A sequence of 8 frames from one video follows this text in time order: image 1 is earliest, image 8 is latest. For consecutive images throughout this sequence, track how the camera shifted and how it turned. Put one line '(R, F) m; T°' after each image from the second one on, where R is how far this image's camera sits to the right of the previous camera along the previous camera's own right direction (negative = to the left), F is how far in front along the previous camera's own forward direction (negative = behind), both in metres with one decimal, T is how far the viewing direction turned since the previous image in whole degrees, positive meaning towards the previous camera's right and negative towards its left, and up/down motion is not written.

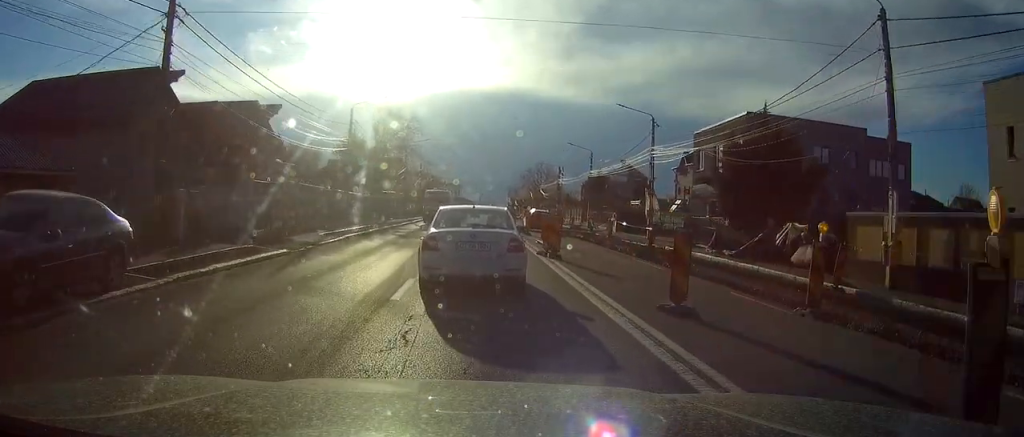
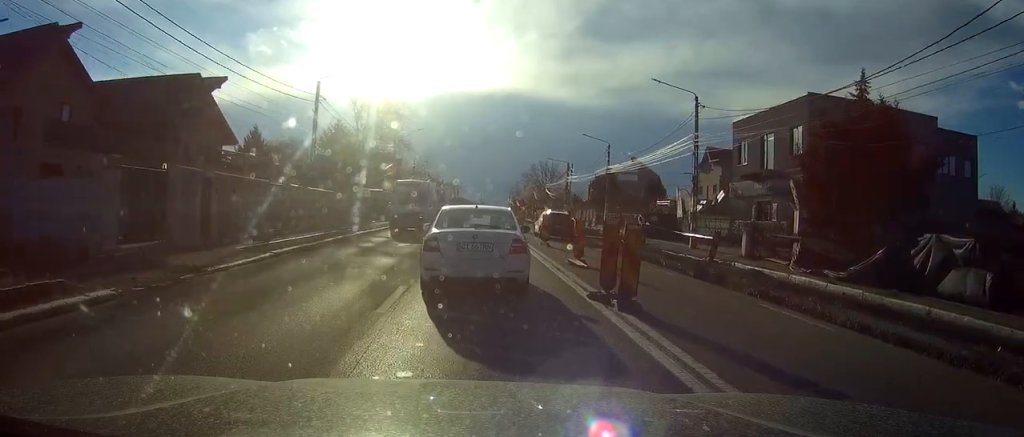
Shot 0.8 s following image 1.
(0.0, +10.4) m; 0°
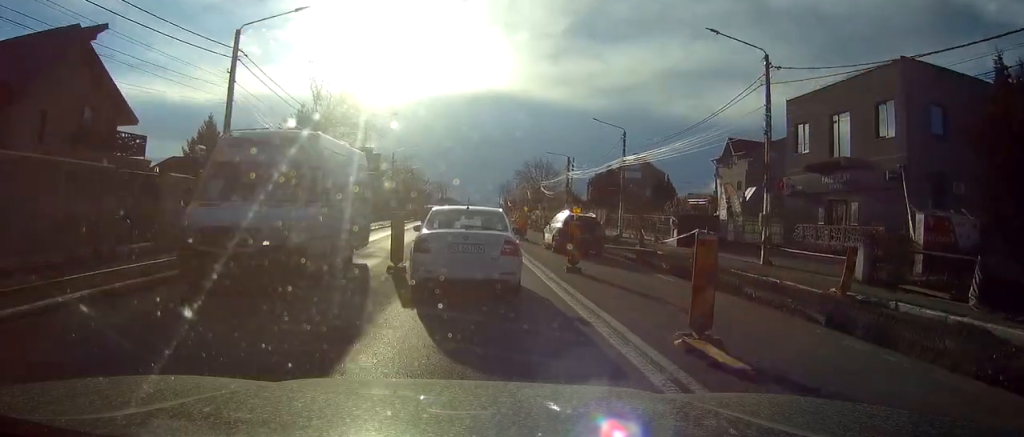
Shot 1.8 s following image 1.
(+0.1, +12.0) m; +1°
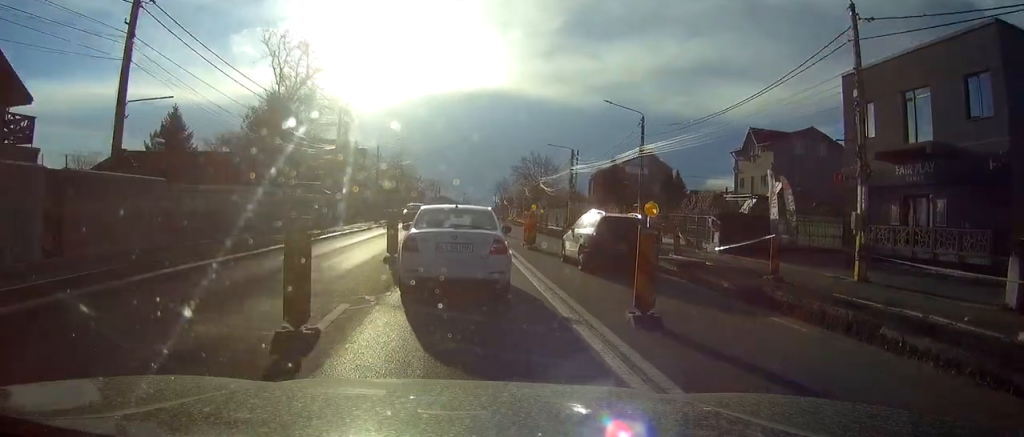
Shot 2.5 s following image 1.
(+0.1, +8.3) m; 0°
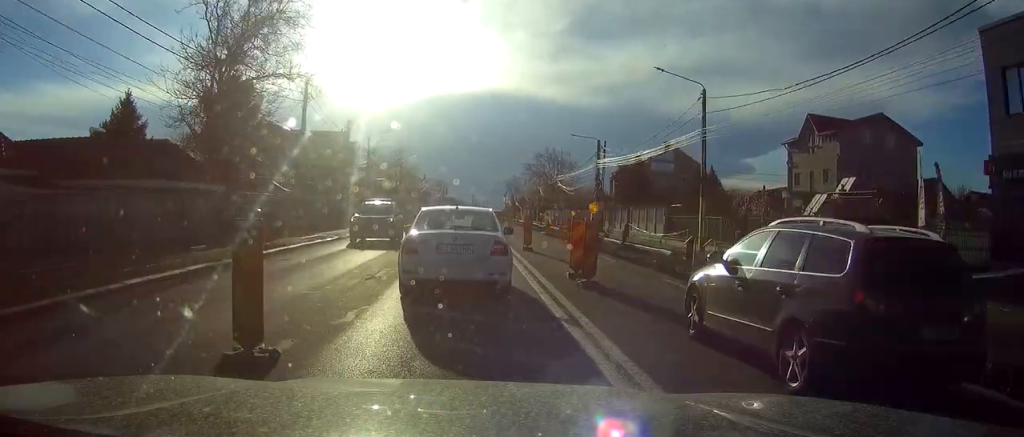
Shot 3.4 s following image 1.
(0.0, +11.9) m; -1°
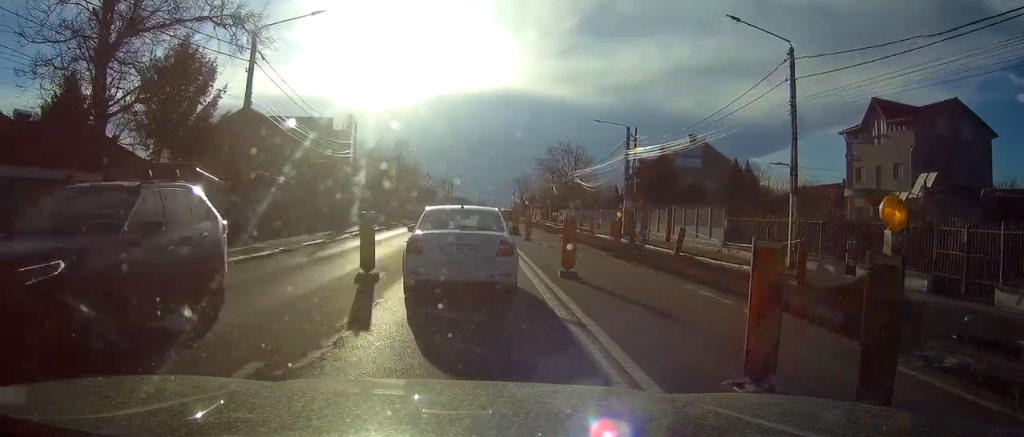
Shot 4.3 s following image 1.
(-0.1, +10.1) m; -1°
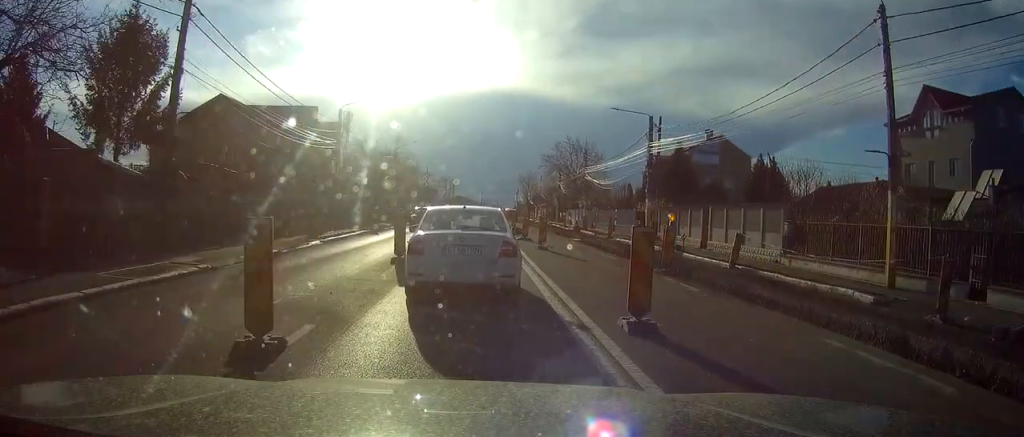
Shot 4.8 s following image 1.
(0.0, +6.9) m; 0°
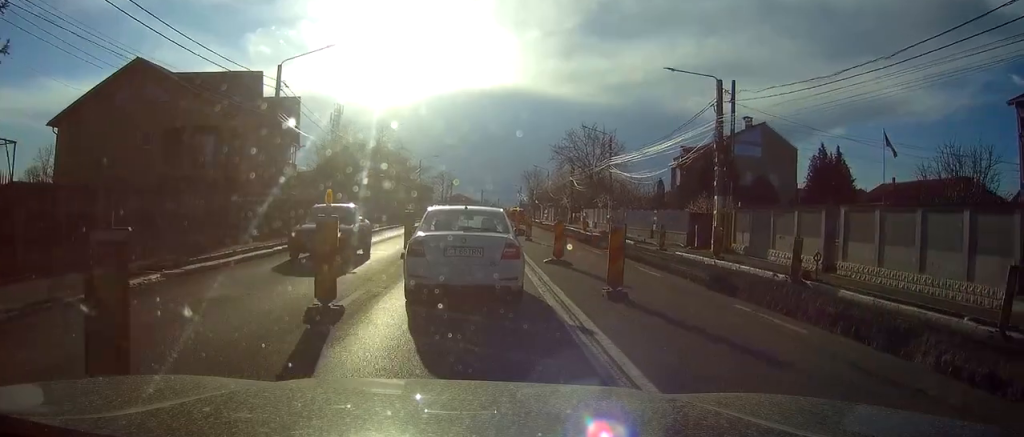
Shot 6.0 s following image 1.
(0.0, +14.6) m; -1°
